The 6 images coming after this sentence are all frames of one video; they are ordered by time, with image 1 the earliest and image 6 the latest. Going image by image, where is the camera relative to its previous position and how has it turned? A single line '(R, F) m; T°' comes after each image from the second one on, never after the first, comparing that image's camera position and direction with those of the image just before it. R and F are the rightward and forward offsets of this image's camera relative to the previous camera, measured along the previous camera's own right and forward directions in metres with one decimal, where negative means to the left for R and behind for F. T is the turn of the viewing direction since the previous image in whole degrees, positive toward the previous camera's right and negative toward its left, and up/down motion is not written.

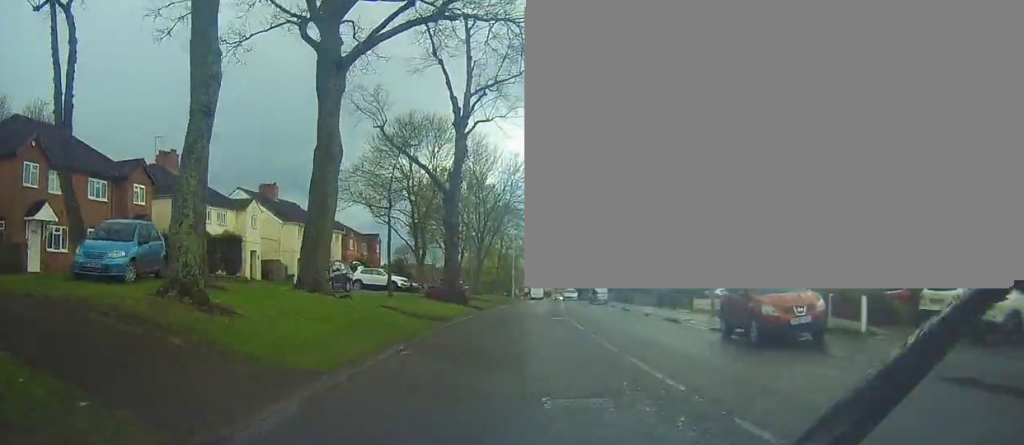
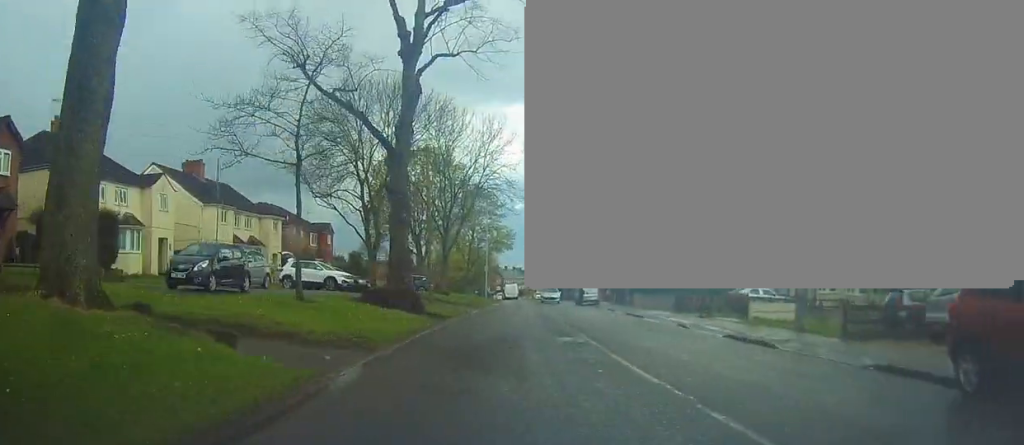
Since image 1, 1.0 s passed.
(+0.5, +10.8) m; +4°
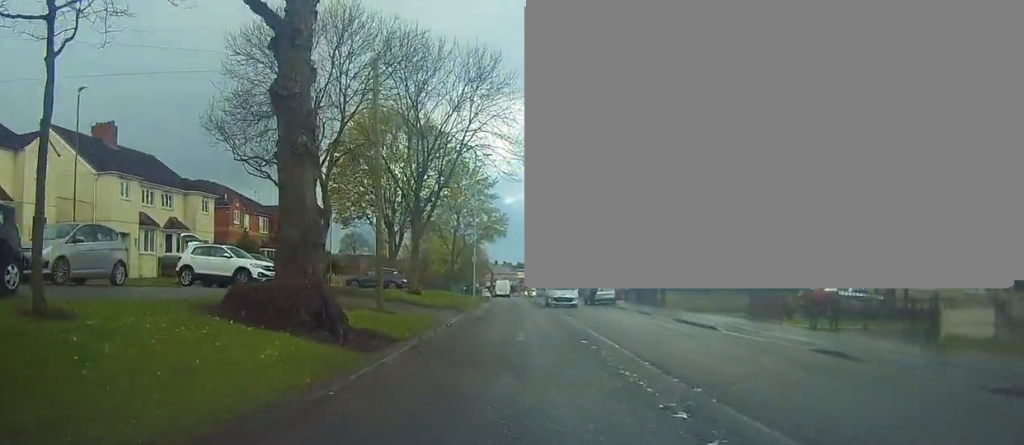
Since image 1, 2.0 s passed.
(+0.4, +11.7) m; +1°
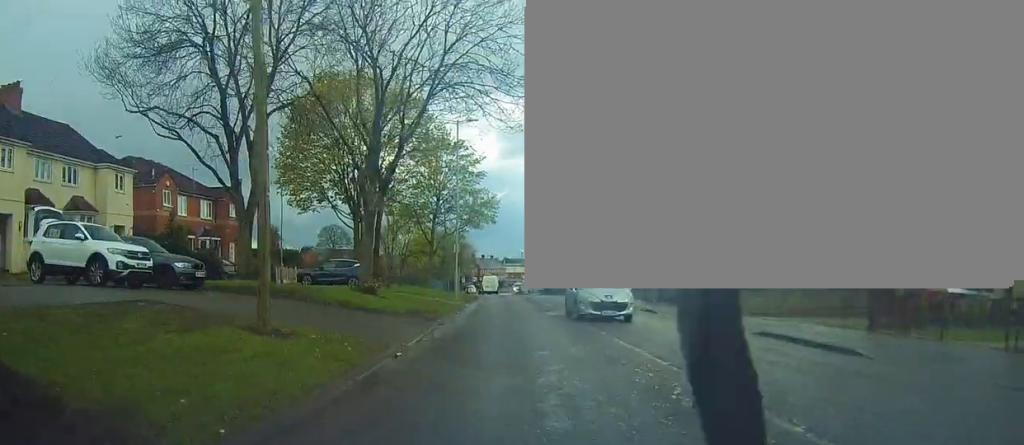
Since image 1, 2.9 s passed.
(-0.2, +9.1) m; 0°
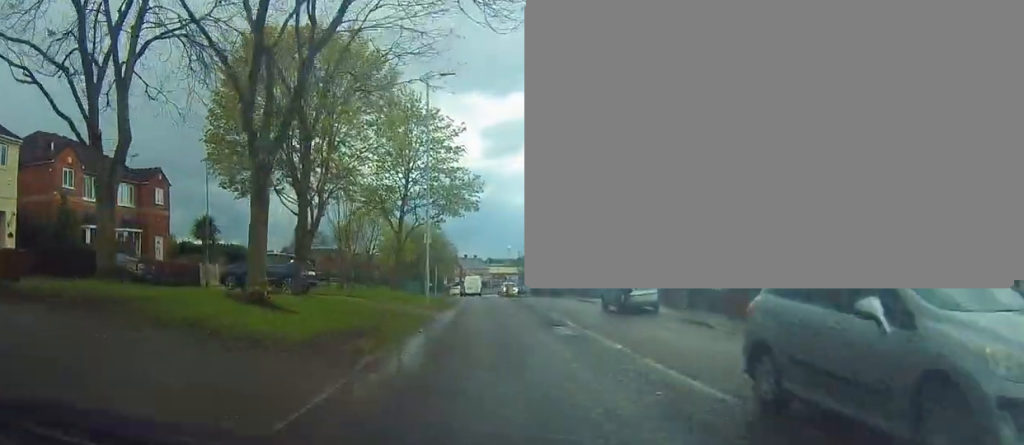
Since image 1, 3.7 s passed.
(+0.1, +9.1) m; +2°
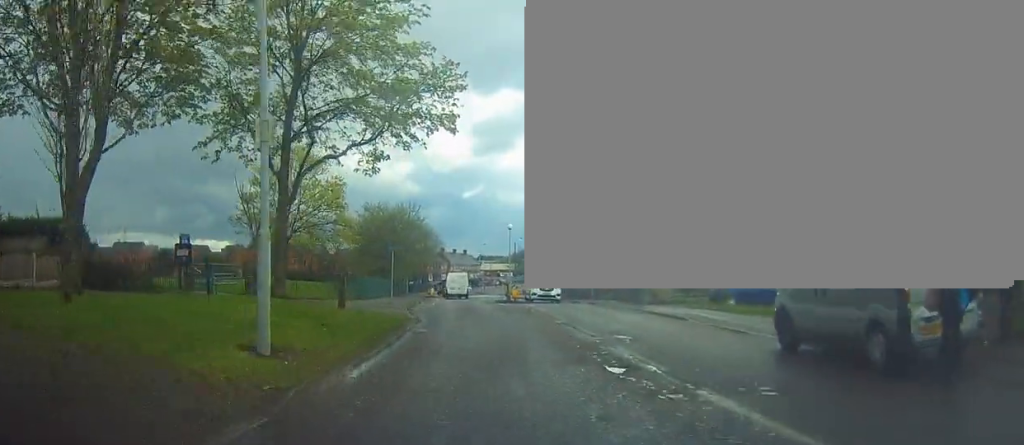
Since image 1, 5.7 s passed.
(+0.6, +21.0) m; +2°
